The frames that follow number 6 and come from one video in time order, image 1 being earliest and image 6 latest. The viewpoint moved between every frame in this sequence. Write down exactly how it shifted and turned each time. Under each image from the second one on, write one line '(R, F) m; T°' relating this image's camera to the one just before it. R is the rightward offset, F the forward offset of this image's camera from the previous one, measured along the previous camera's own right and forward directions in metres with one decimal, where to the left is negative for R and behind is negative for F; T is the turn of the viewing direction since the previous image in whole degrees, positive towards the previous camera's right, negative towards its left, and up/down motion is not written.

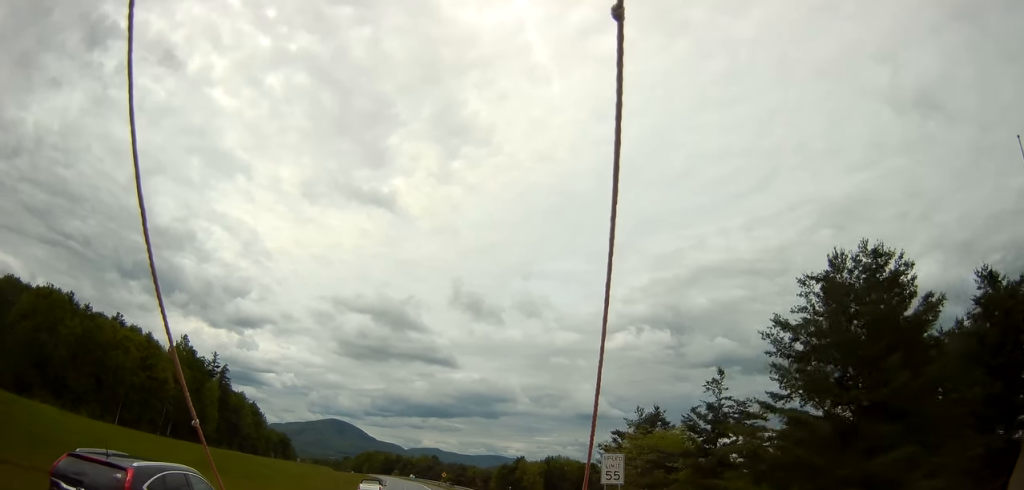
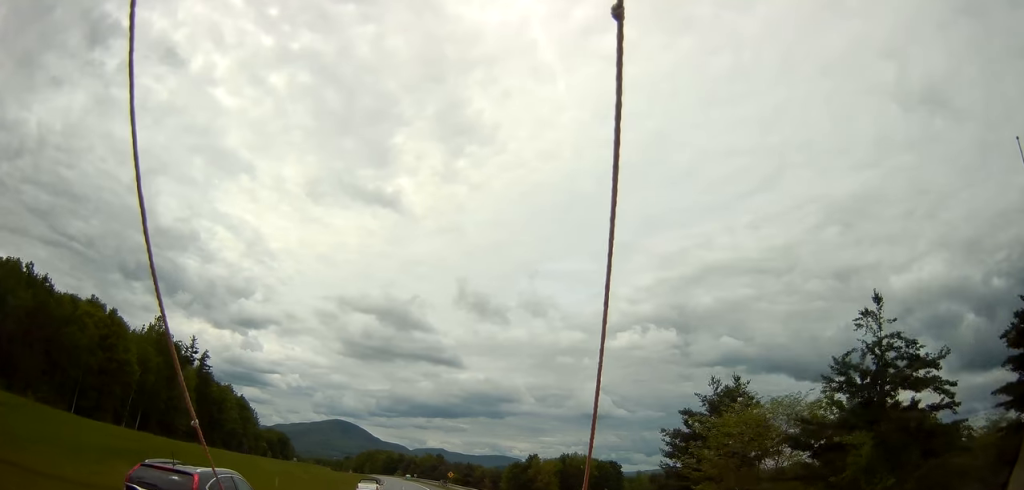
(0.0, +19.7) m; 0°
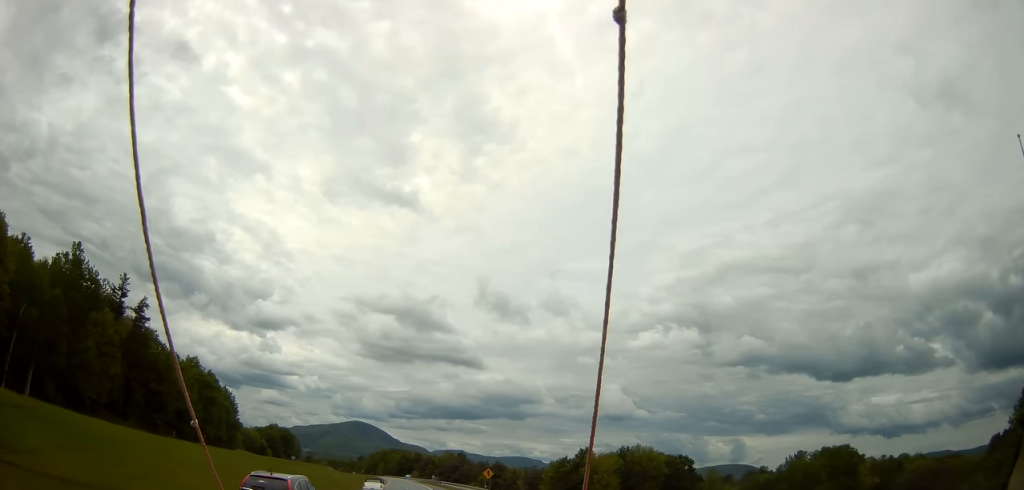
(-0.5, +47.9) m; -1°
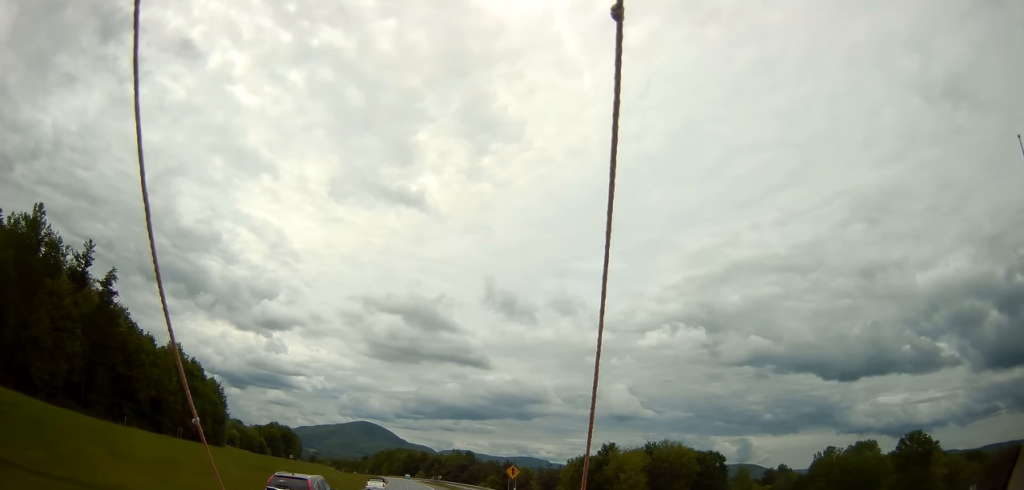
(-0.2, +16.3) m; -1°
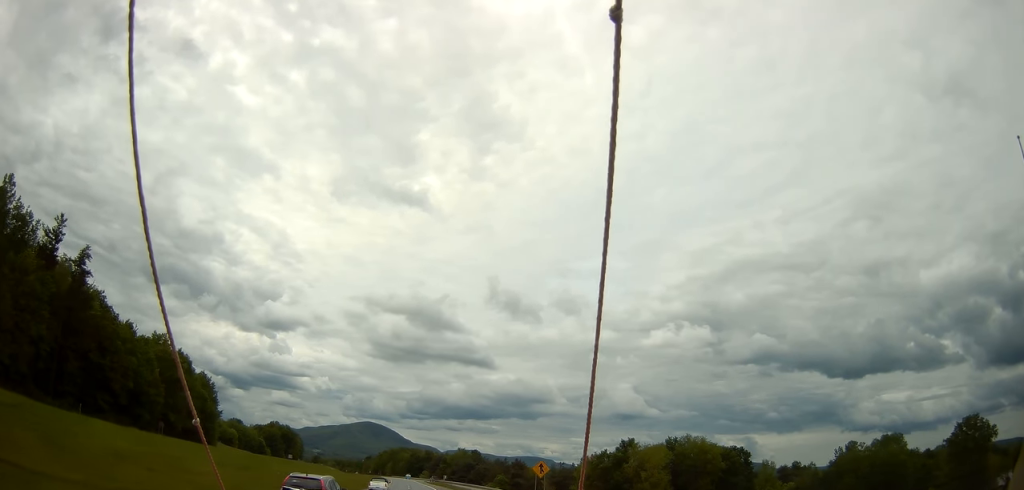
(0.0, +11.1) m; 0°
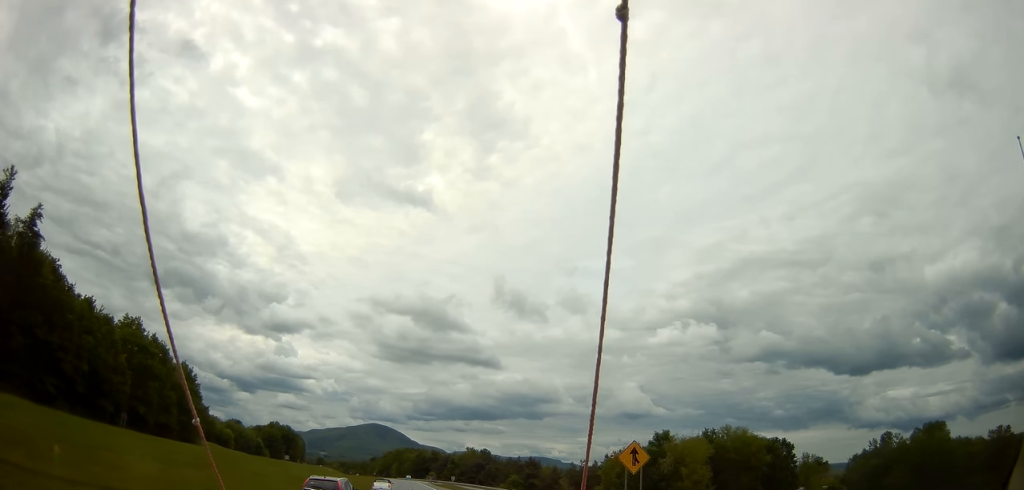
(0.0, +17.2) m; -1°
